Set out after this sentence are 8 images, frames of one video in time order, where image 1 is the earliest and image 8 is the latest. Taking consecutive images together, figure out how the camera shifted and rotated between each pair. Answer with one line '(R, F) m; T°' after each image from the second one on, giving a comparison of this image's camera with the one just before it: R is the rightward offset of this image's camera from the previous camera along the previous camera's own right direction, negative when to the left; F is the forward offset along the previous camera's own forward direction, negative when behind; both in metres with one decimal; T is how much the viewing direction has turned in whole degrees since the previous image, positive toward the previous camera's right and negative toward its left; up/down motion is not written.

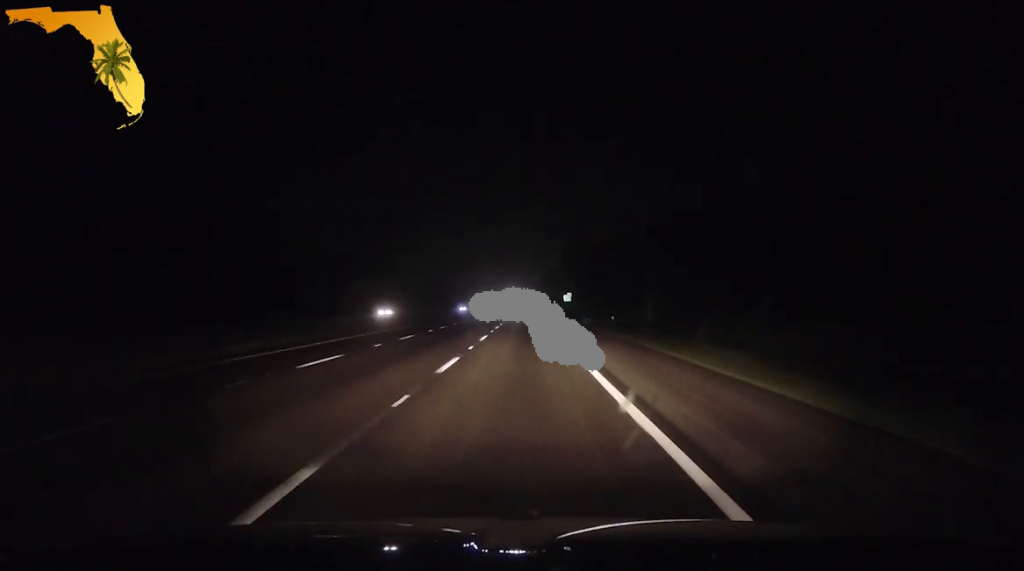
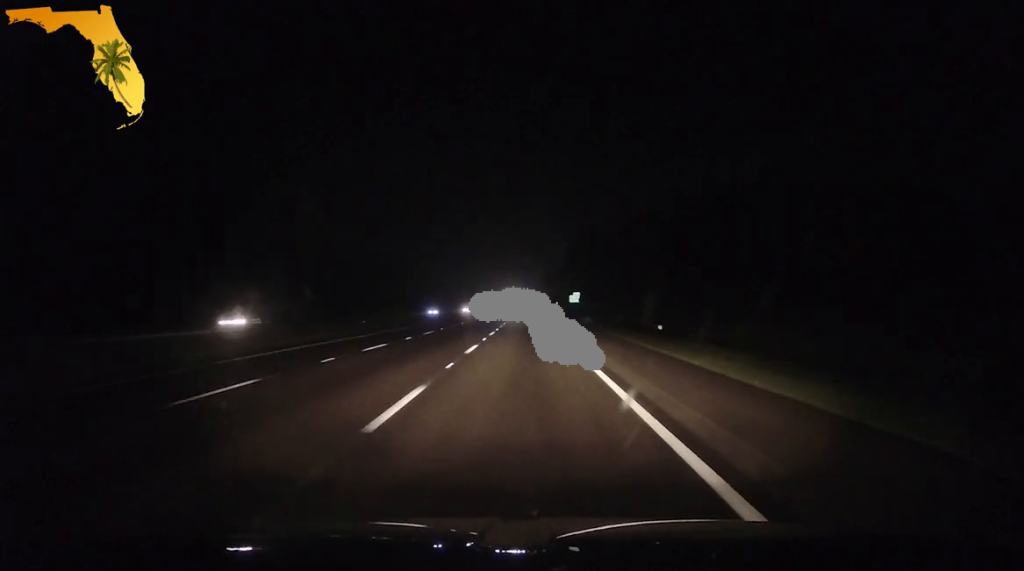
(0.0, +30.6) m; 0°
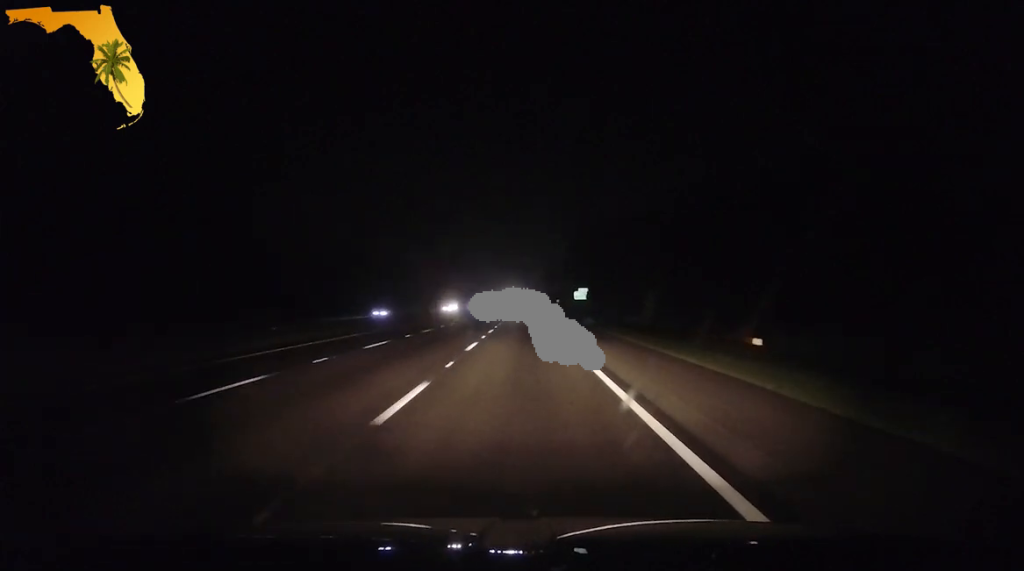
(0.0, +23.8) m; 0°
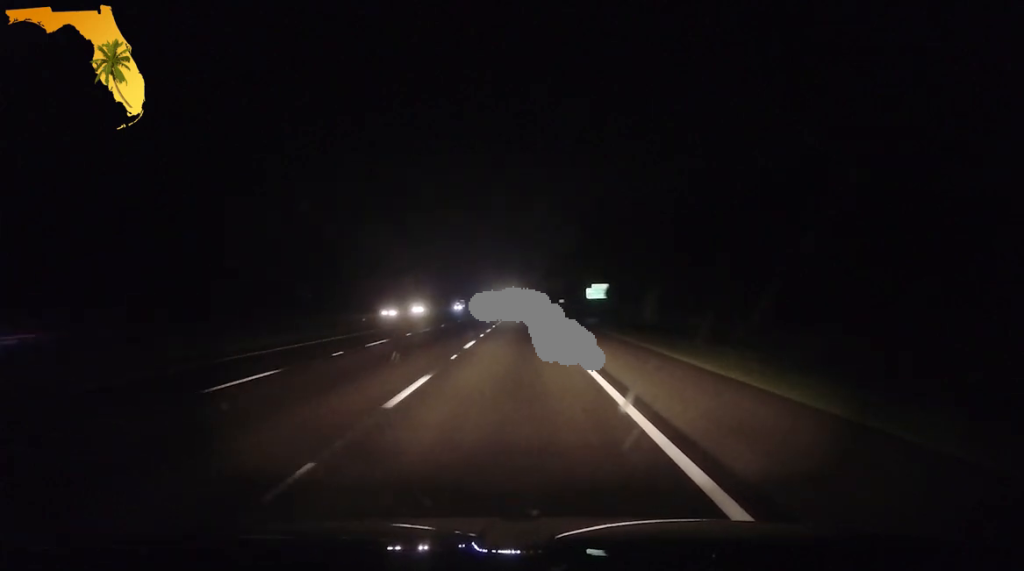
(+0.2, +35.1) m; 0°
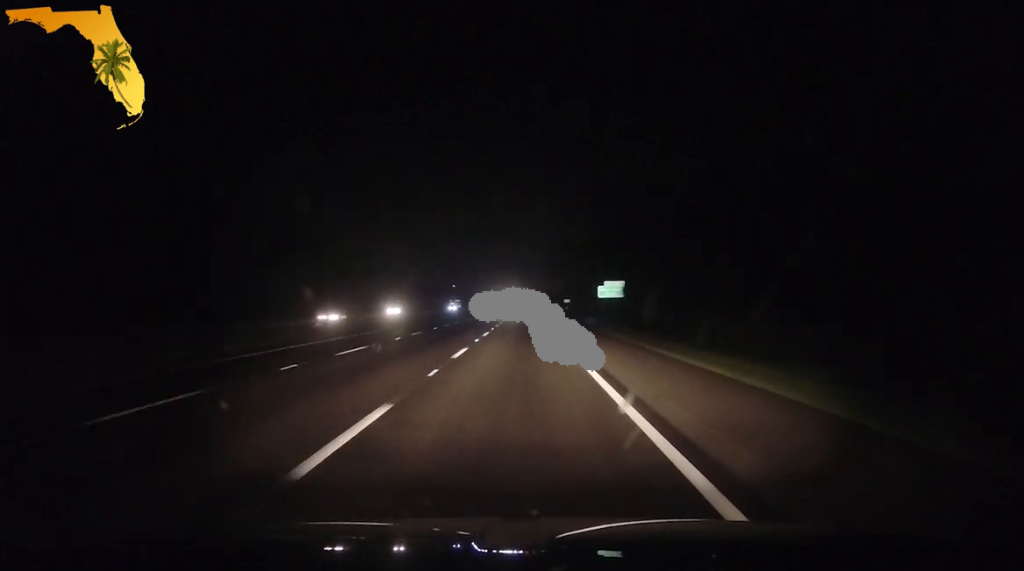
(-0.1, +15.8) m; 0°
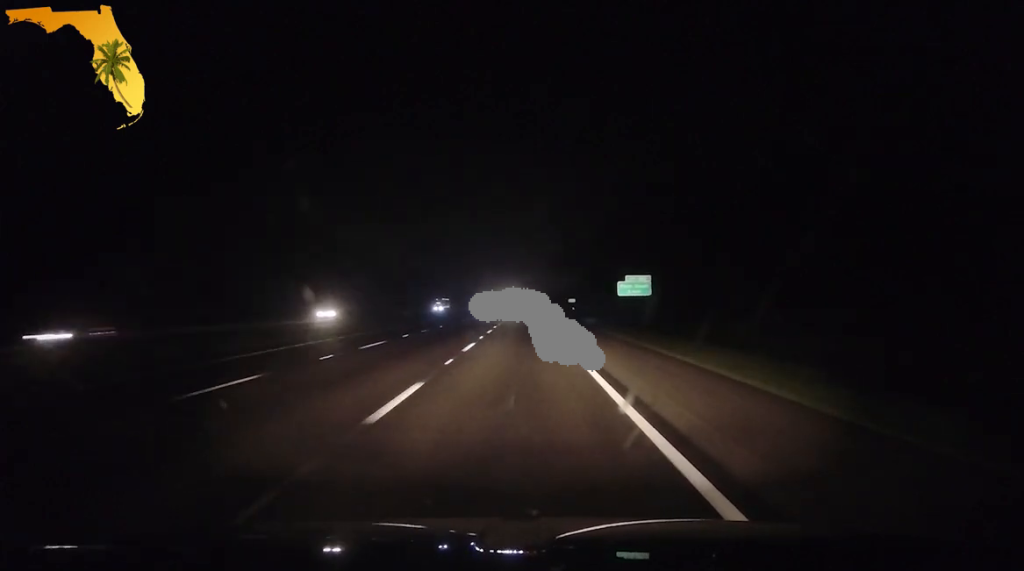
(0.0, +21.5) m; 0°
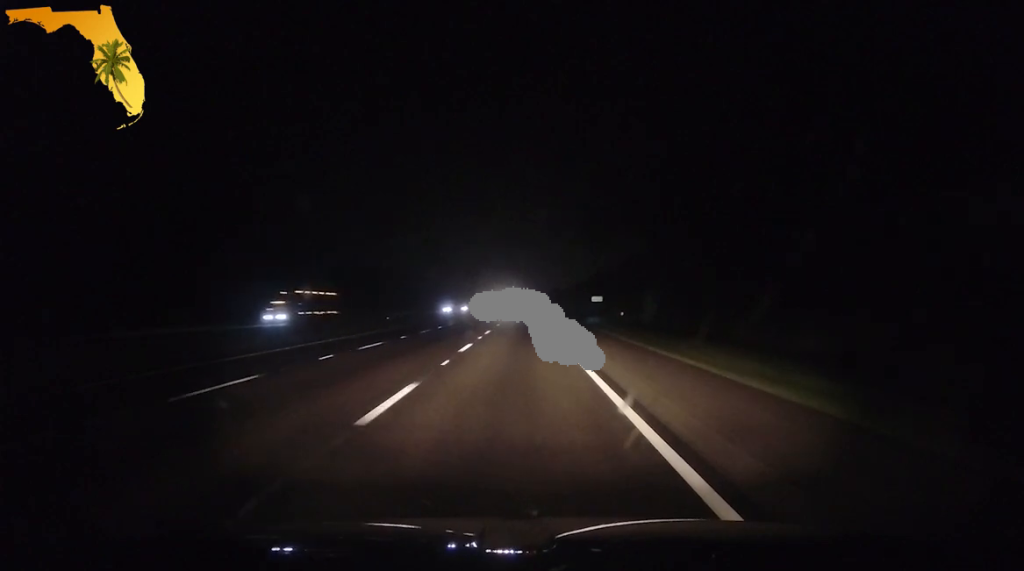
(+0.2, +72.7) m; 0°
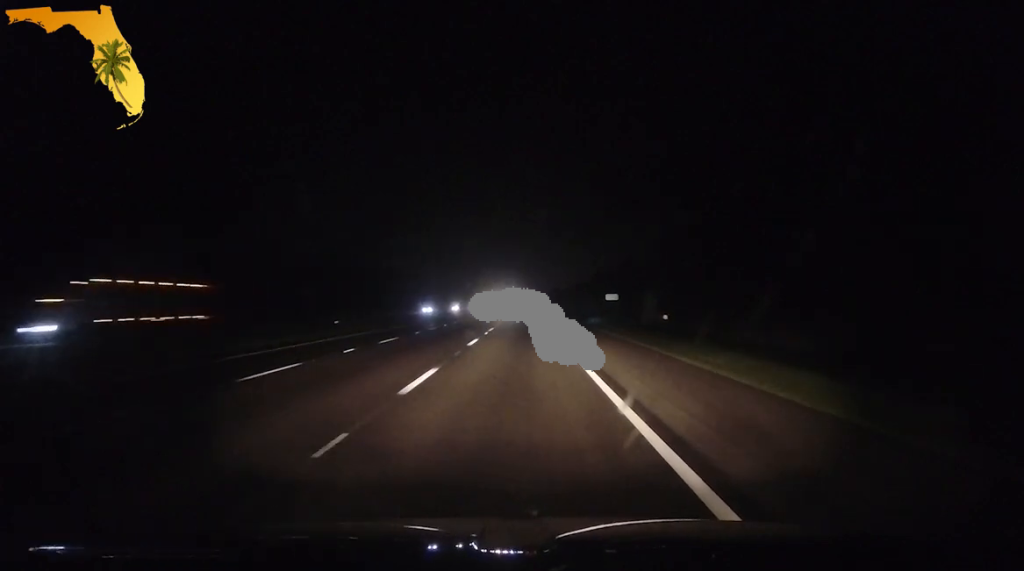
(-0.2, +21.7) m; 0°
